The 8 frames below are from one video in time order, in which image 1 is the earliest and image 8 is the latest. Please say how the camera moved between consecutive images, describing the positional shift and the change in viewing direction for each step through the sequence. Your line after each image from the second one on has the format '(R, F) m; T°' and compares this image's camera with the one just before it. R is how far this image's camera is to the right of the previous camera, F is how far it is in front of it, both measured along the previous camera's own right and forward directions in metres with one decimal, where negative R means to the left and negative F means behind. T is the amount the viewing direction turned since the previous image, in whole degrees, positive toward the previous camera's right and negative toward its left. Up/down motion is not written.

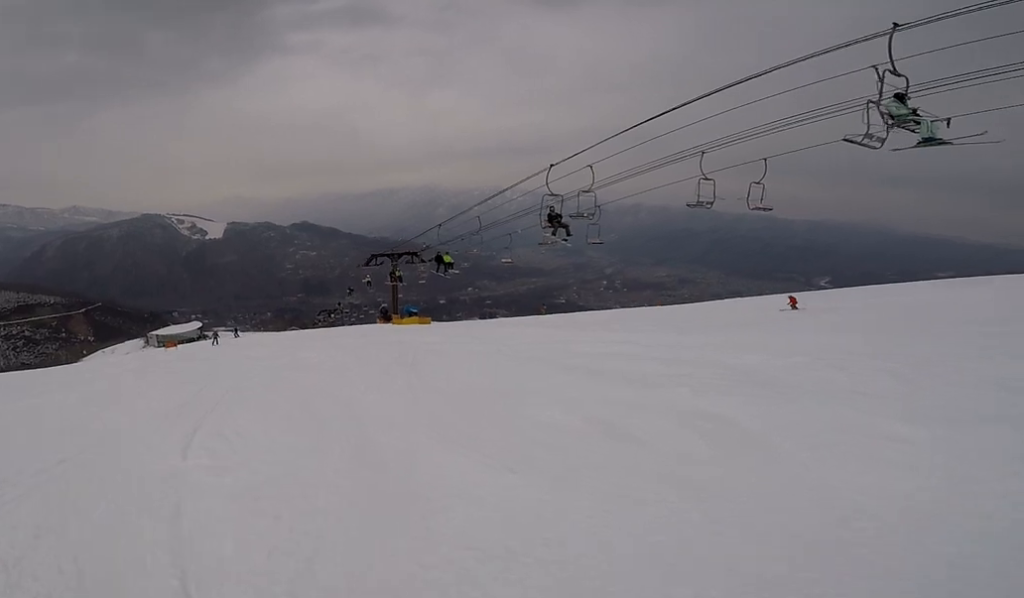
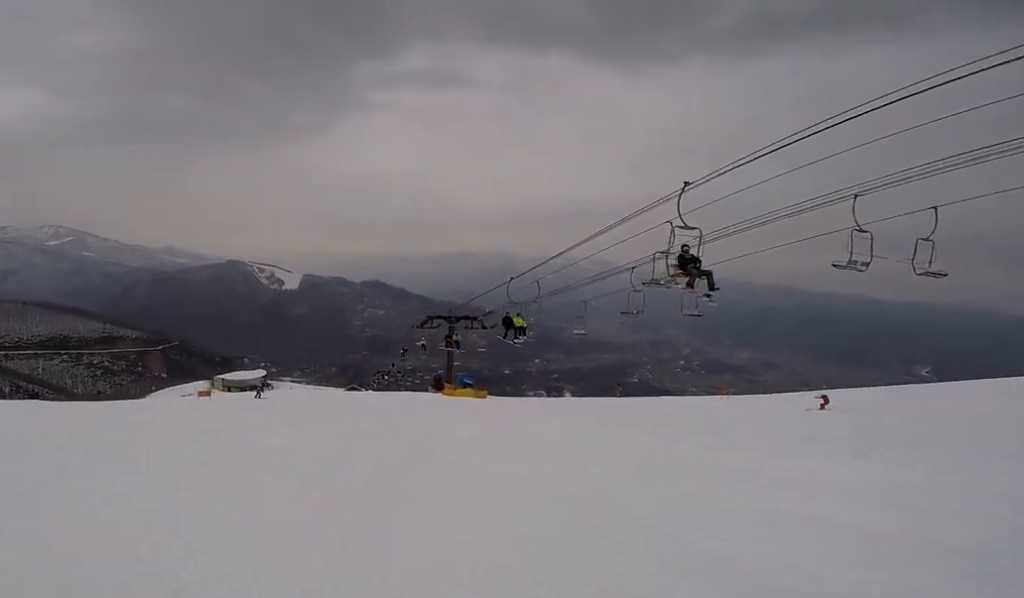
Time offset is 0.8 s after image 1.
(+0.1, +4.7) m; -7°
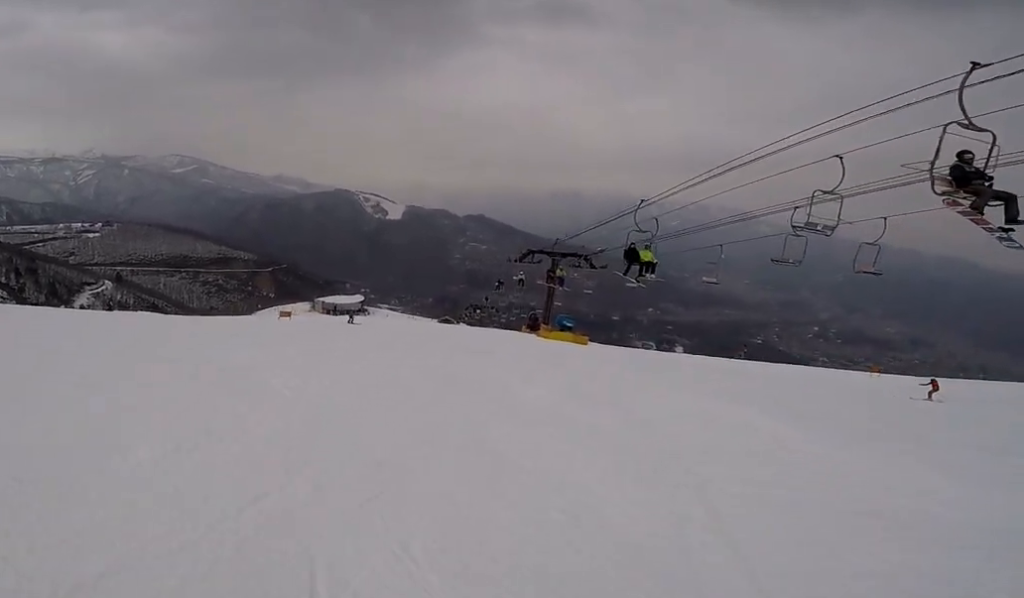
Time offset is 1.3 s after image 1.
(+0.3, +3.0) m; -14°
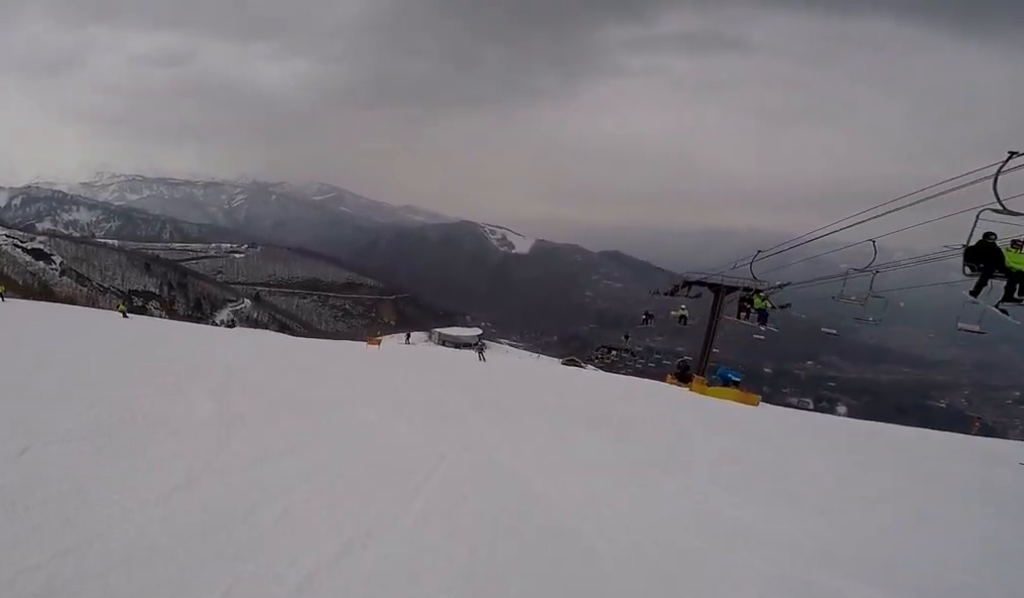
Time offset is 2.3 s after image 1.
(-2.3, +5.3) m; -22°
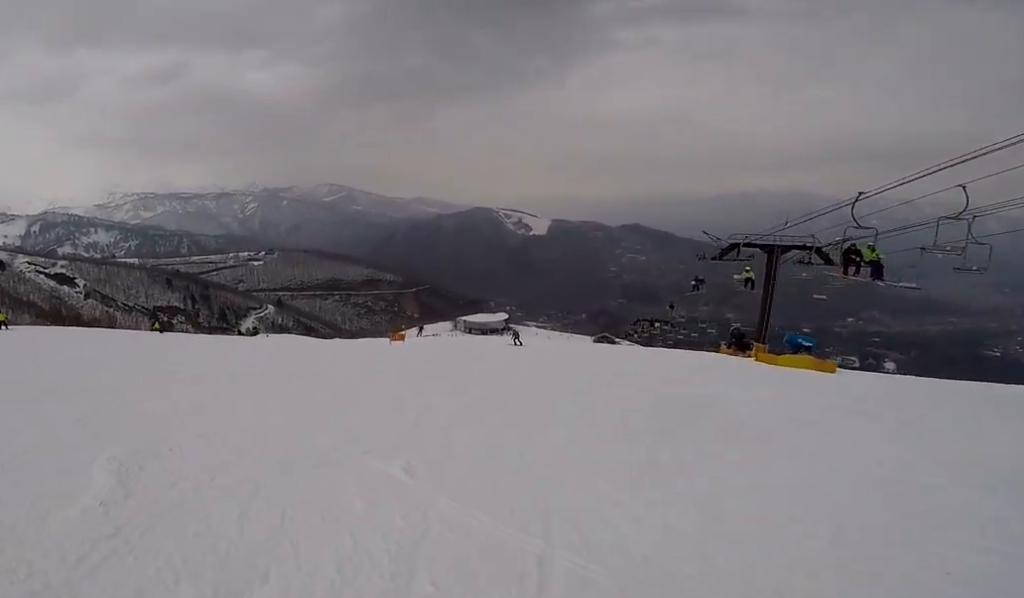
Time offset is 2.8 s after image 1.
(-0.1, +2.8) m; +2°
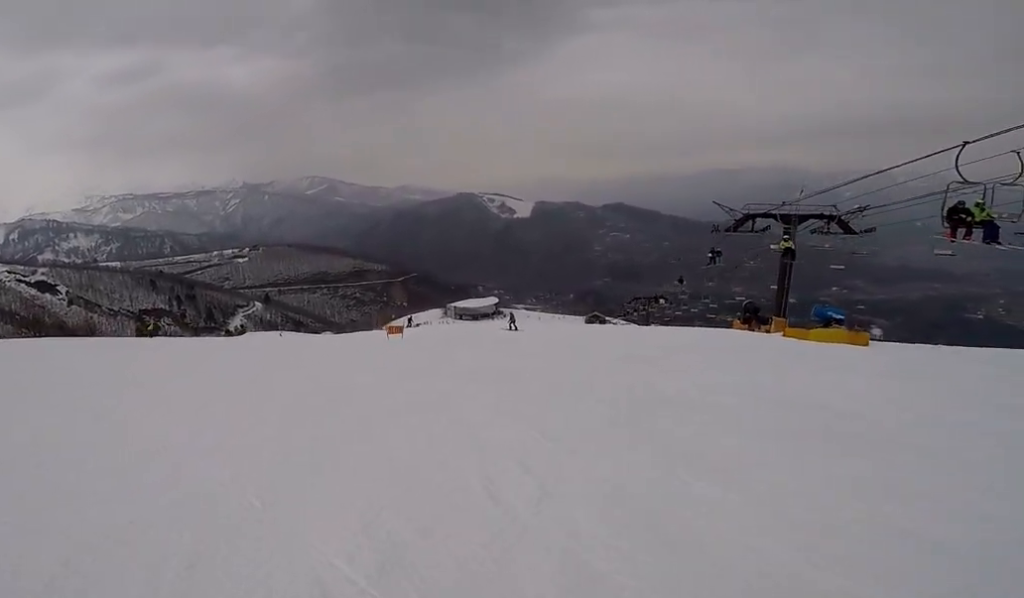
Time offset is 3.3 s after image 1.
(+0.3, +3.0) m; +10°
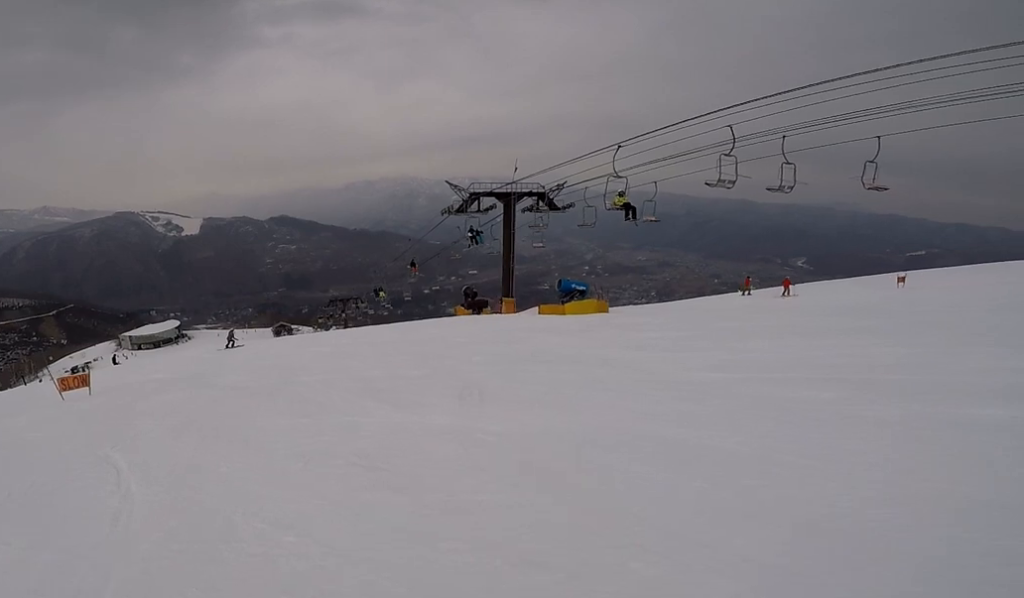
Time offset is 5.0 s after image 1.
(+2.5, +8.6) m; +35°
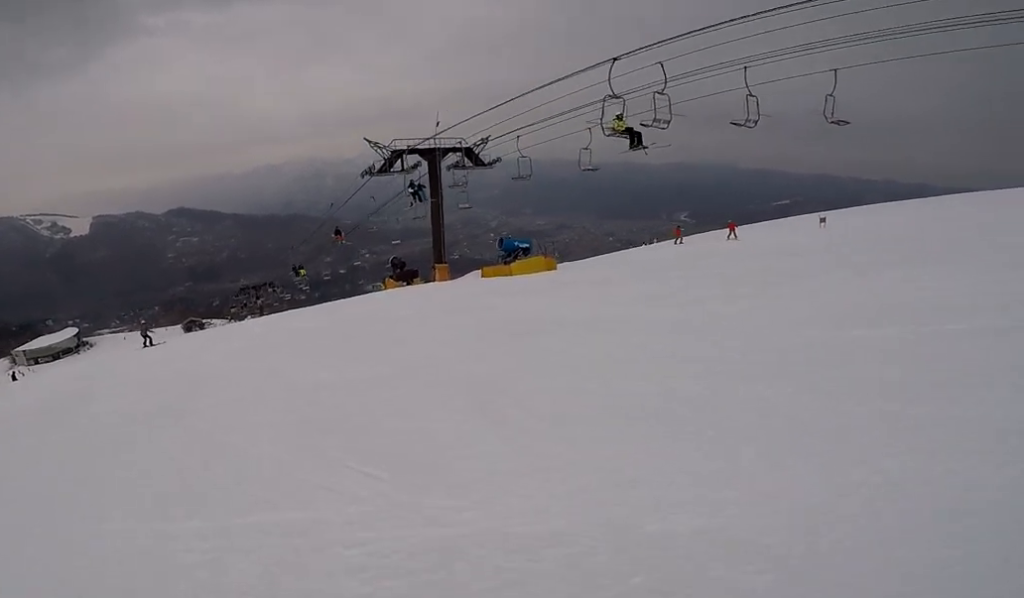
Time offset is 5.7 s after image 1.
(+0.4, +3.6) m; +12°
